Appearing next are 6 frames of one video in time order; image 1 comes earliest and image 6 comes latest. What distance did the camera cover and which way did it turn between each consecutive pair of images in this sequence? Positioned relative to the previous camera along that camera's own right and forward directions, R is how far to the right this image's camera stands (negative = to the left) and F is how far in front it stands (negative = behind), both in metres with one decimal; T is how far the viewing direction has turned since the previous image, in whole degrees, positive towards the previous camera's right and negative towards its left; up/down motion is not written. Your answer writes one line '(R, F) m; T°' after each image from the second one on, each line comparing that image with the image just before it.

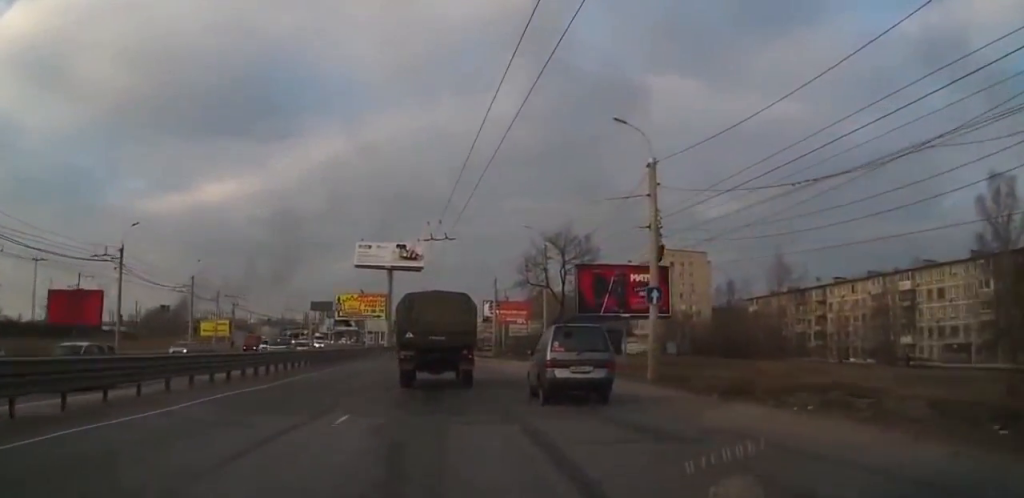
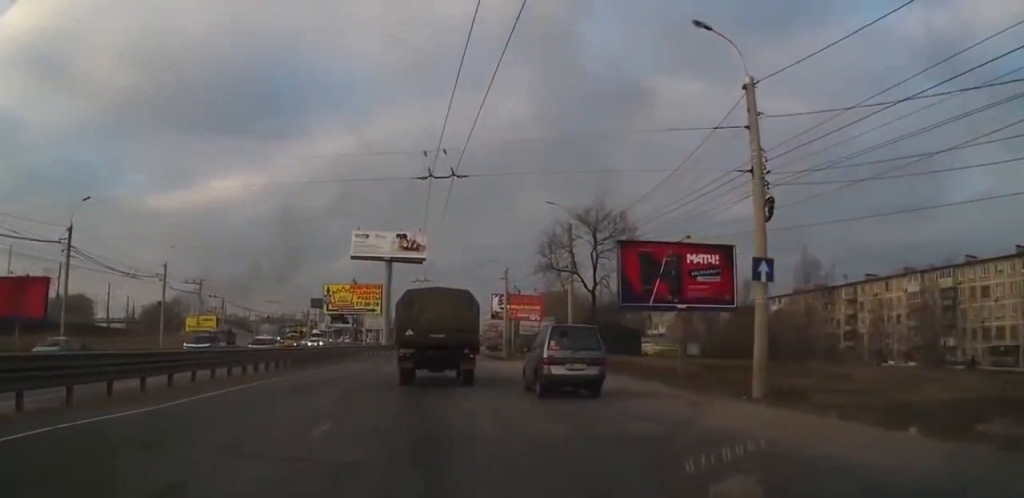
(0.0, +9.6) m; 0°
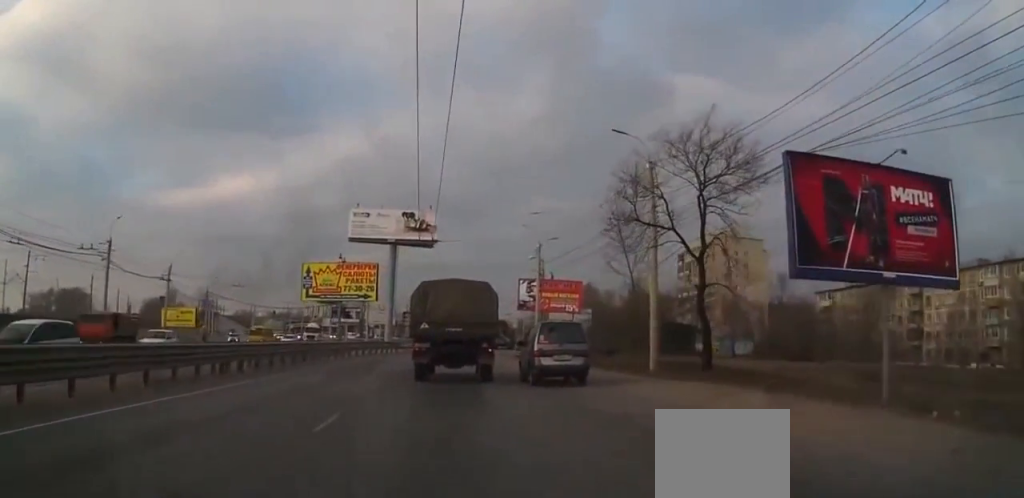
(-0.1, +16.1) m; -1°
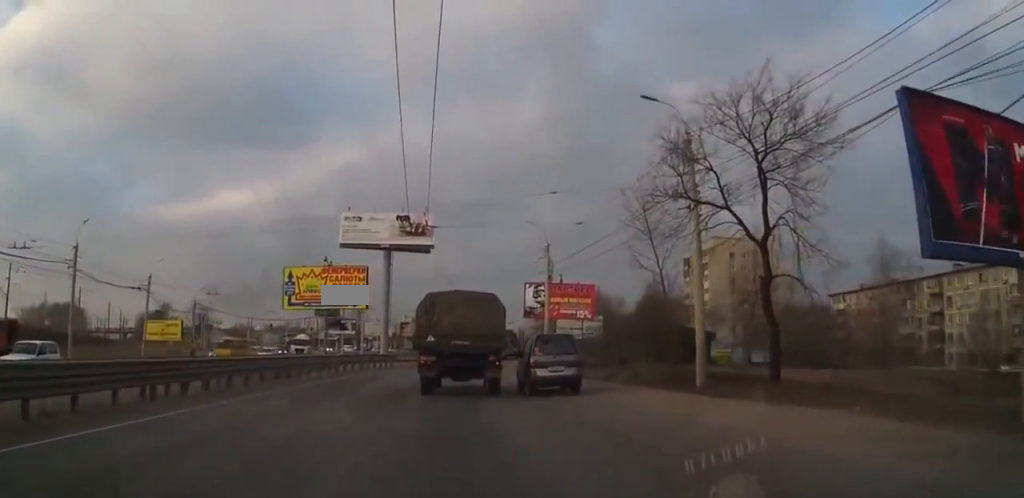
(0.0, +5.7) m; 0°
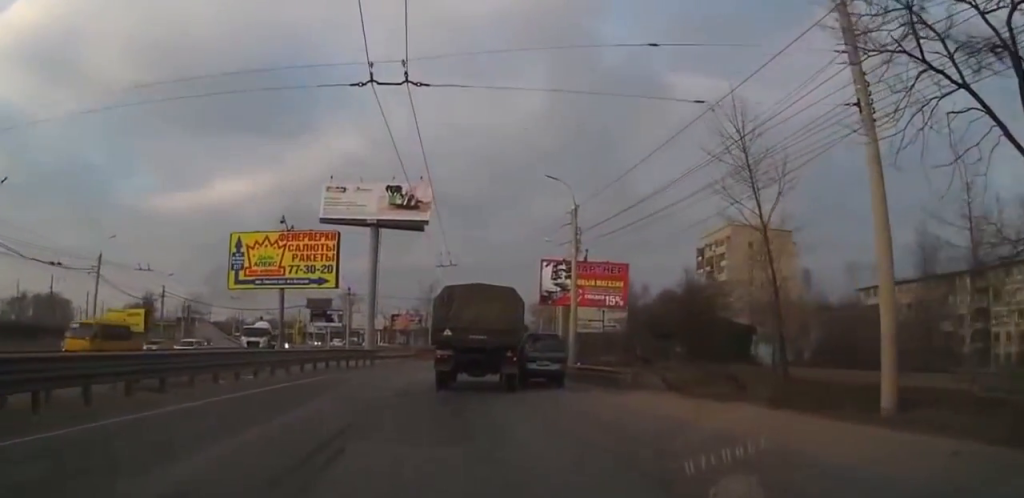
(0.0, +11.7) m; 0°
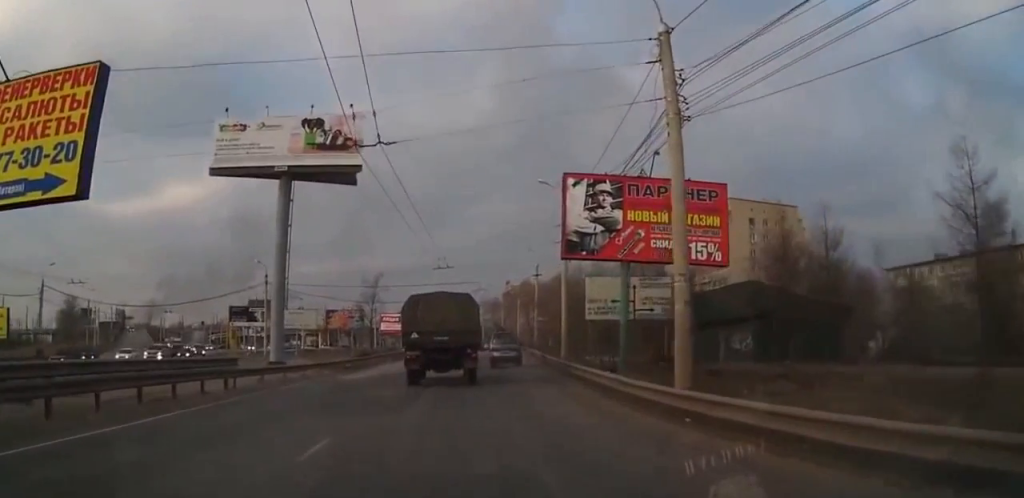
(+0.3, +24.2) m; +3°
